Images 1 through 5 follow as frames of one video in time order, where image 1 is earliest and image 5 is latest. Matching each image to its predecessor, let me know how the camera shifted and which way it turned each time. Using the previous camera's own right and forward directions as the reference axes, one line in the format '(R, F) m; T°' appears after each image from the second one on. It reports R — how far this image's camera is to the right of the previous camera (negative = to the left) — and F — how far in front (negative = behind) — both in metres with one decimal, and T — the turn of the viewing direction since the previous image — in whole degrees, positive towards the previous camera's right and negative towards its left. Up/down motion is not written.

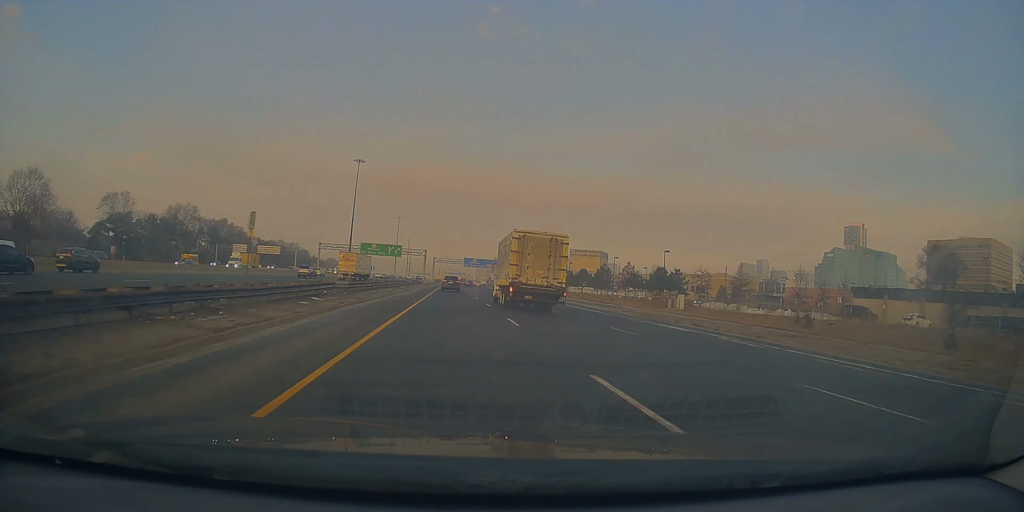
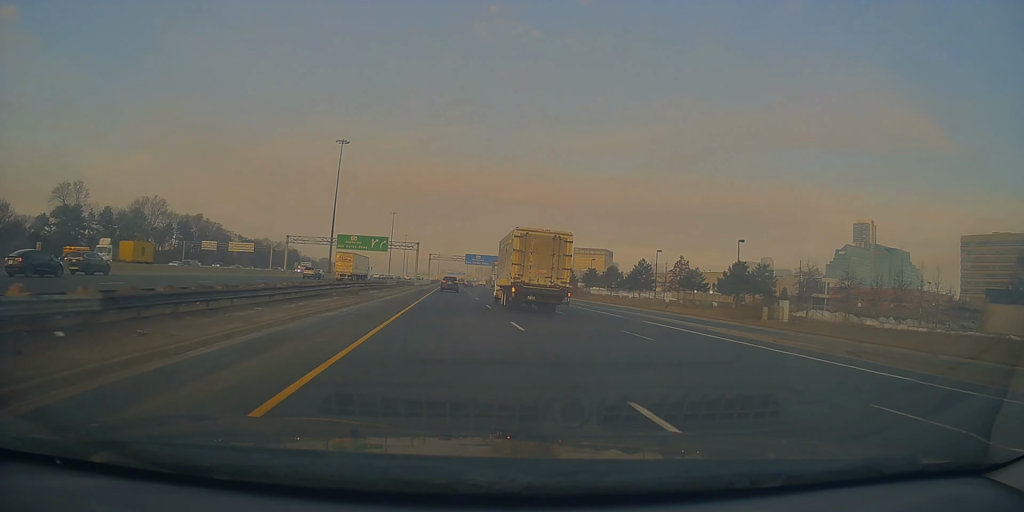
(0.0, +25.9) m; 0°
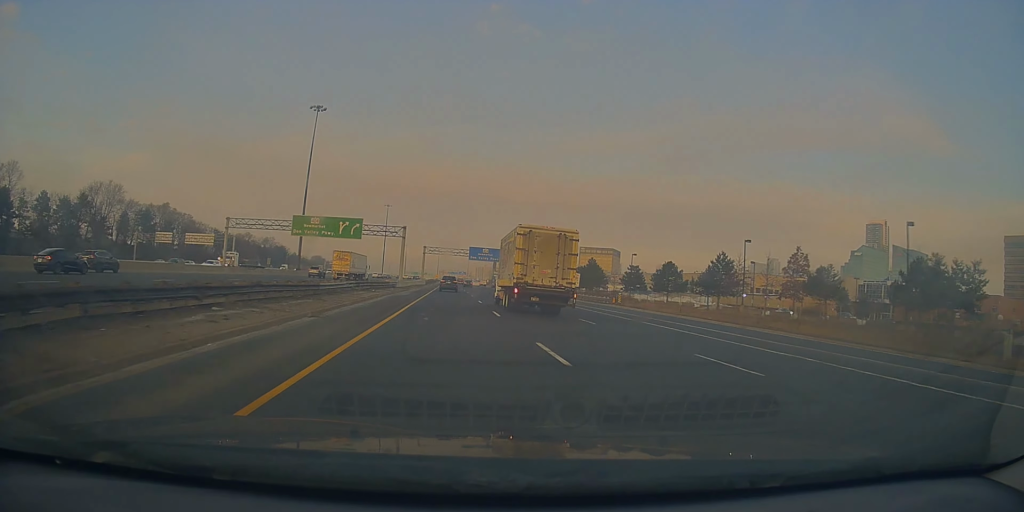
(0.0, +29.9) m; 0°
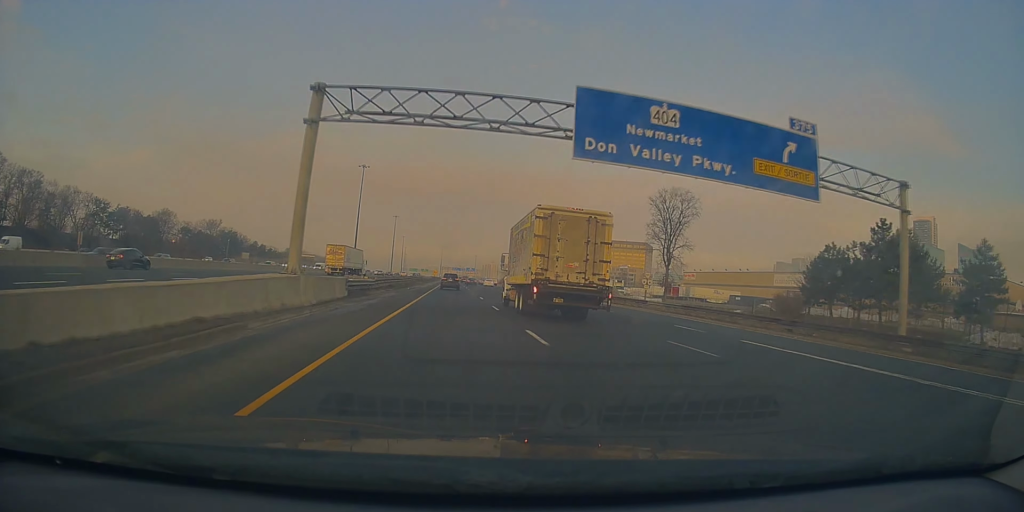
(0.0, +94.2) m; 0°
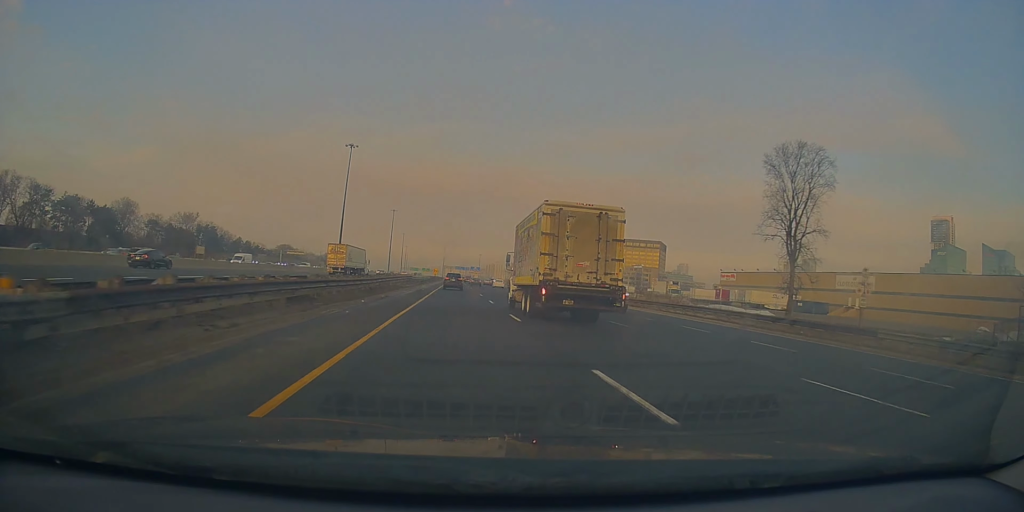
(0.0, +30.3) m; -1°
